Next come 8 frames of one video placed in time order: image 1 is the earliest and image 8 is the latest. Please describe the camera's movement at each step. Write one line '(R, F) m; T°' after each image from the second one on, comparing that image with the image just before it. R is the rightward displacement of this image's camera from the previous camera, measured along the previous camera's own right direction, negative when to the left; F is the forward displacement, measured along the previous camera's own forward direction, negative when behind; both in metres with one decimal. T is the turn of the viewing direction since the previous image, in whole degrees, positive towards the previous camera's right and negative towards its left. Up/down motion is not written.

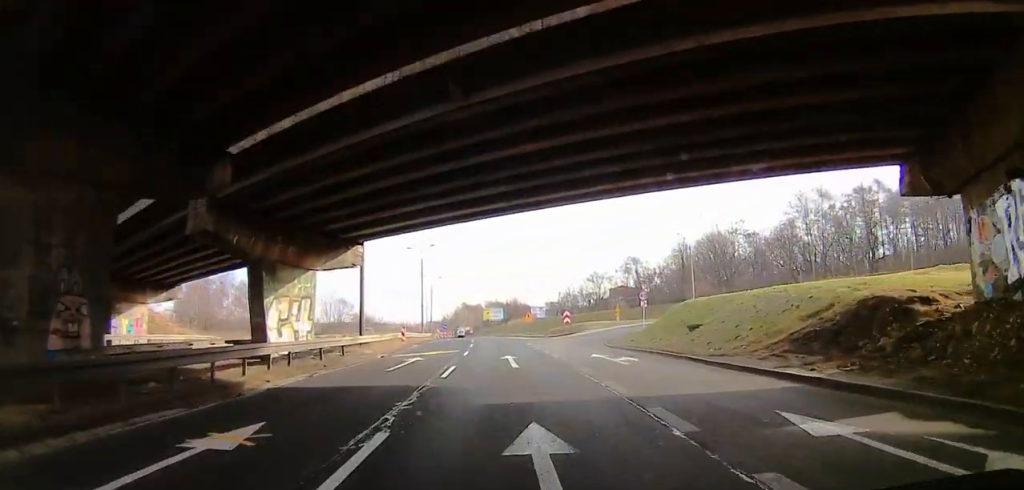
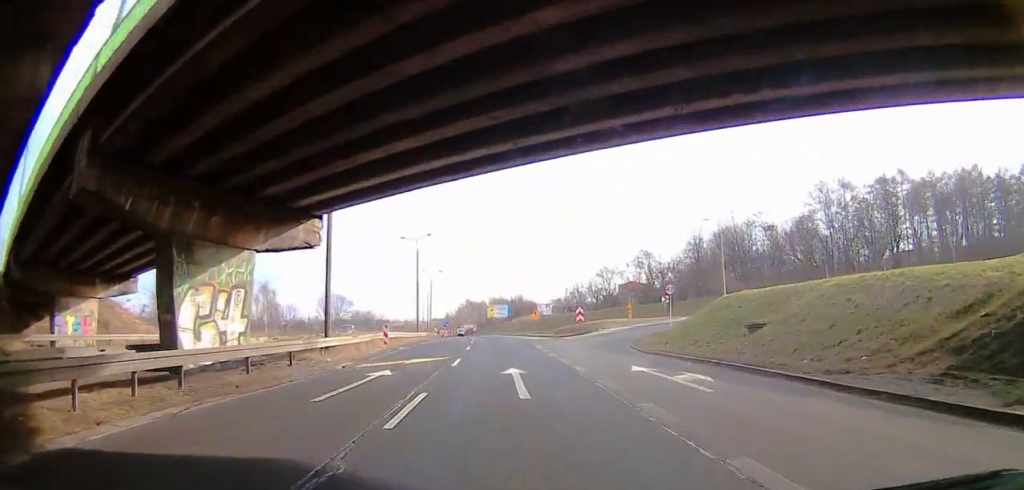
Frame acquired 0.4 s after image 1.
(-0.2, +7.7) m; +1°
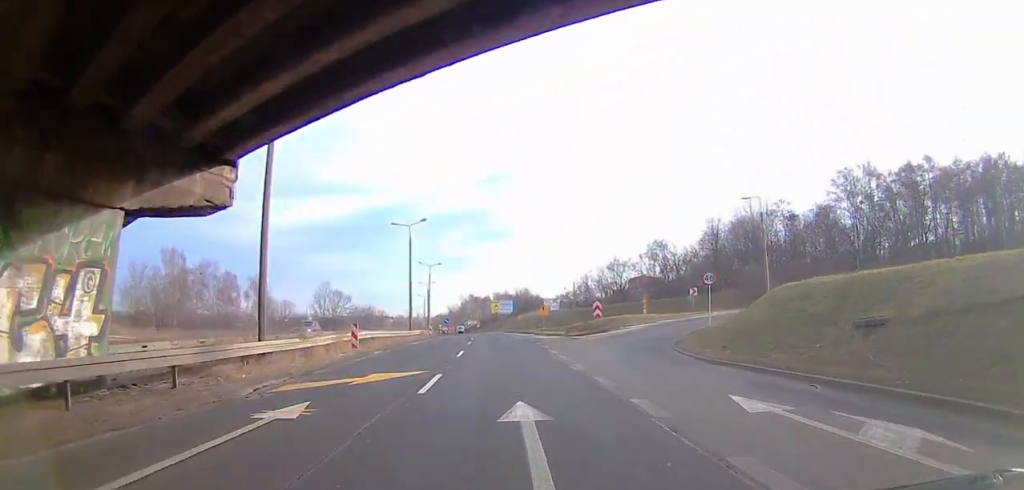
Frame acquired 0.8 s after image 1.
(-0.1, +8.3) m; 0°
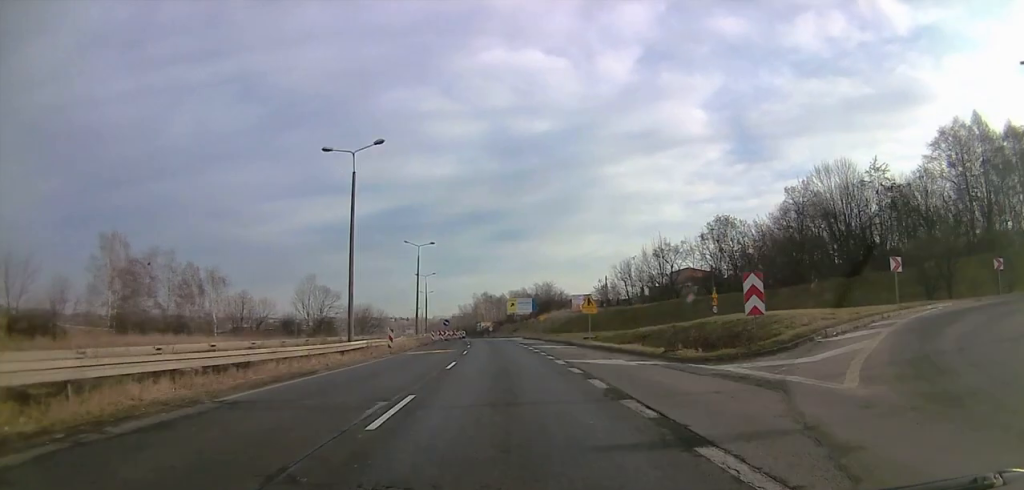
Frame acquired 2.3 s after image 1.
(-0.9, +27.4) m; -8°
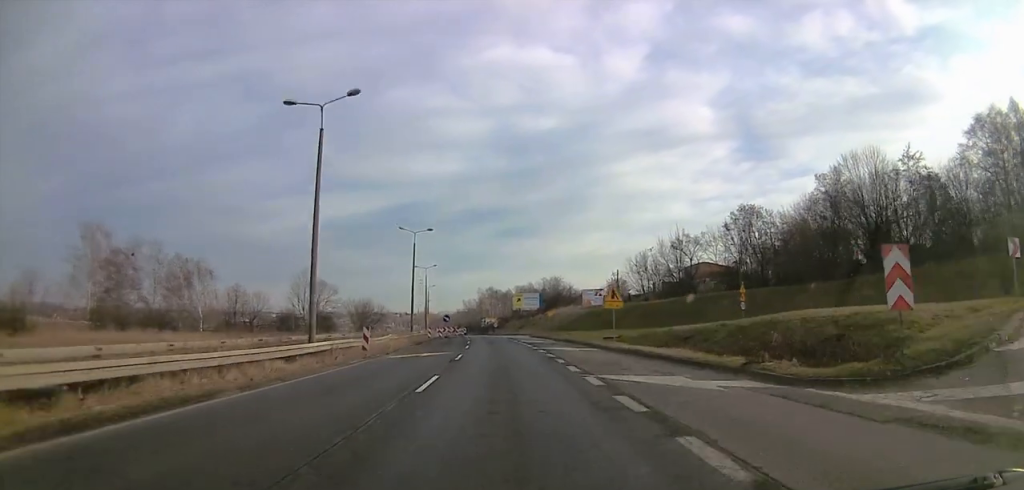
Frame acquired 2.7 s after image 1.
(-0.4, +7.2) m; -3°
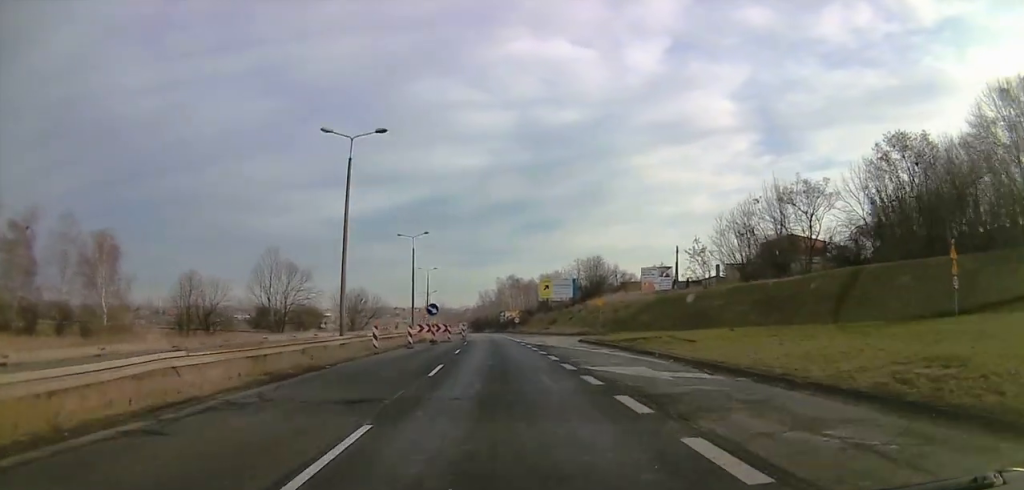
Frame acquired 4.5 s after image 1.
(+1.3, +32.3) m; +4°
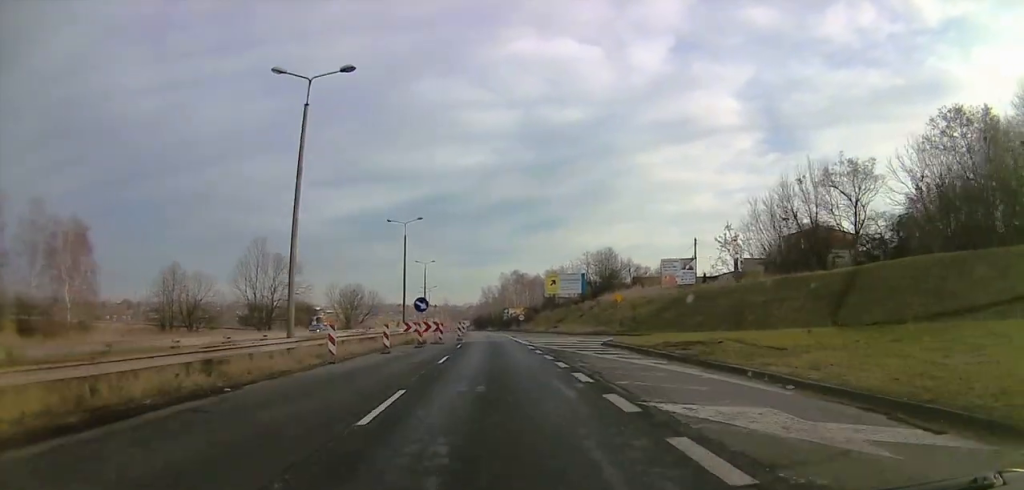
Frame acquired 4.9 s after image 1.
(0.0, +8.1) m; -1°
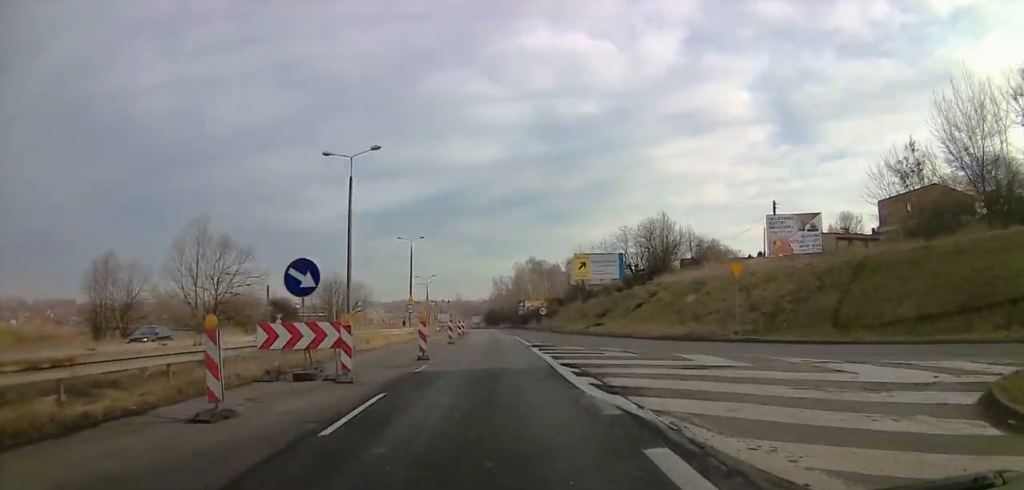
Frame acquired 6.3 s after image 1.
(-1.1, +25.6) m; -1°
